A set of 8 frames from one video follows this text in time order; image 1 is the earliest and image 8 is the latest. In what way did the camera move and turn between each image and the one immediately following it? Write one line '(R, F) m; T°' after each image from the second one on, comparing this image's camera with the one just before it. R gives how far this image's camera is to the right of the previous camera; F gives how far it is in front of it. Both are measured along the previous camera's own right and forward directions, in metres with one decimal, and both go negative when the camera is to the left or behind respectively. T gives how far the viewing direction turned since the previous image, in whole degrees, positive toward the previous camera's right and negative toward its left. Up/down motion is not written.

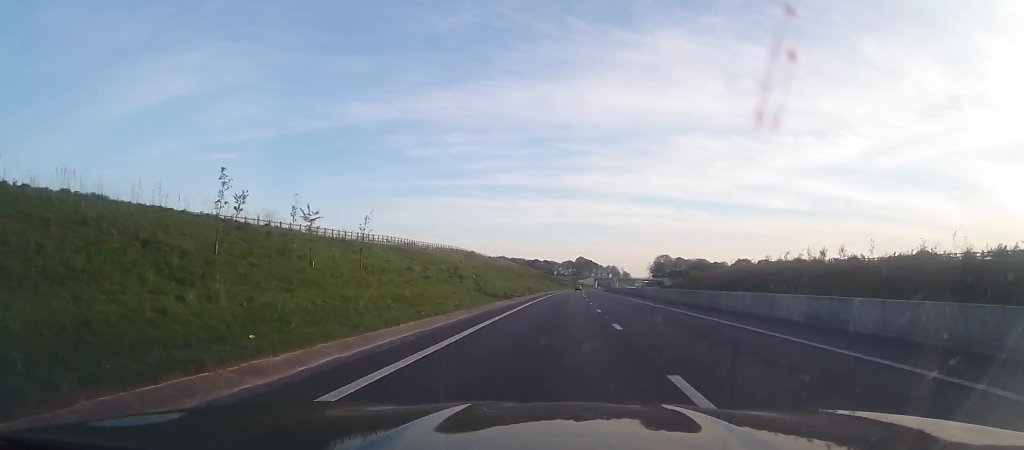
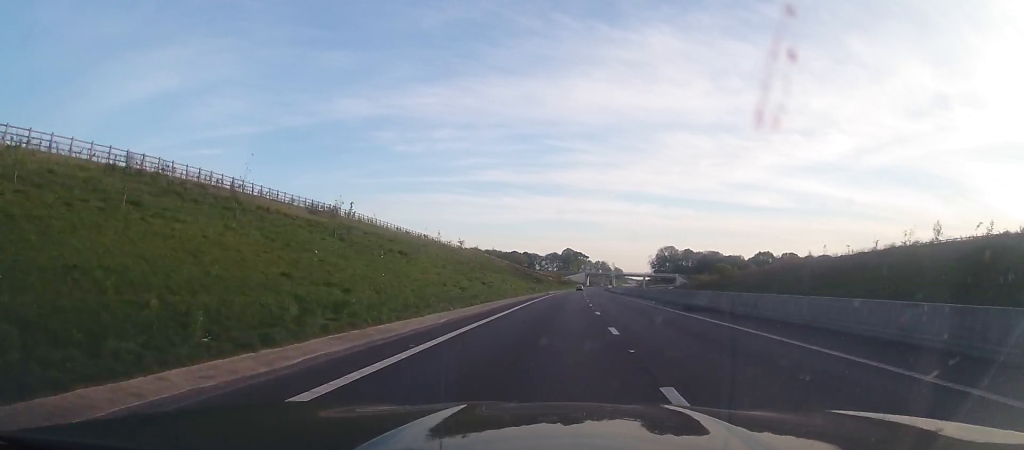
(+1.2, +86.9) m; +1°
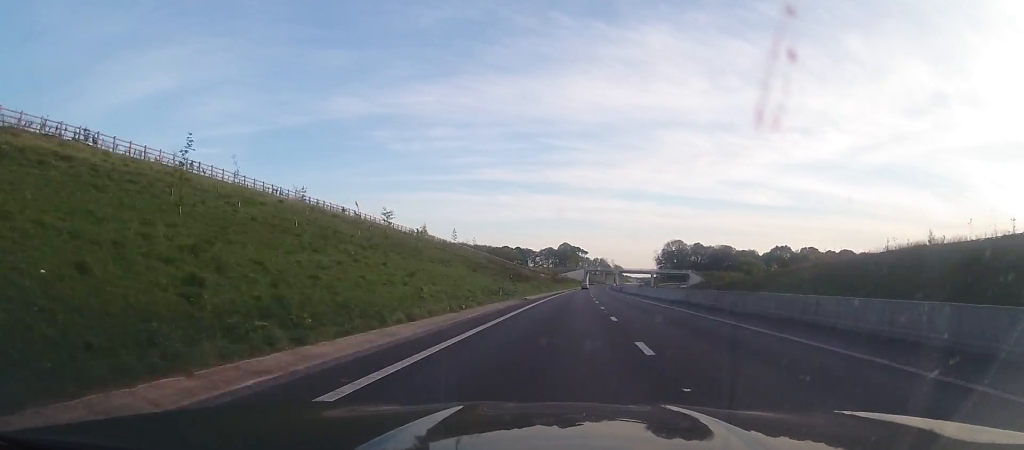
(+0.3, +40.7) m; +1°
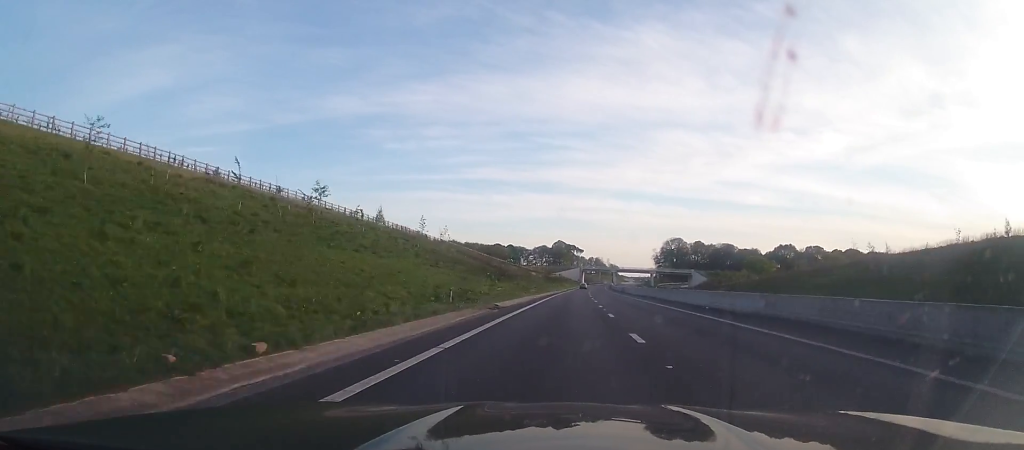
(0.0, +16.2) m; 0°
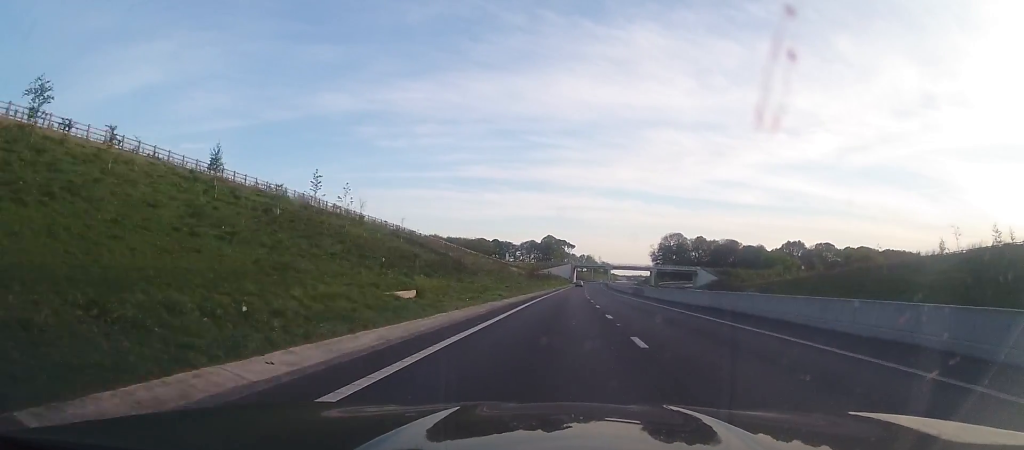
(+0.3, +28.4) m; +1°
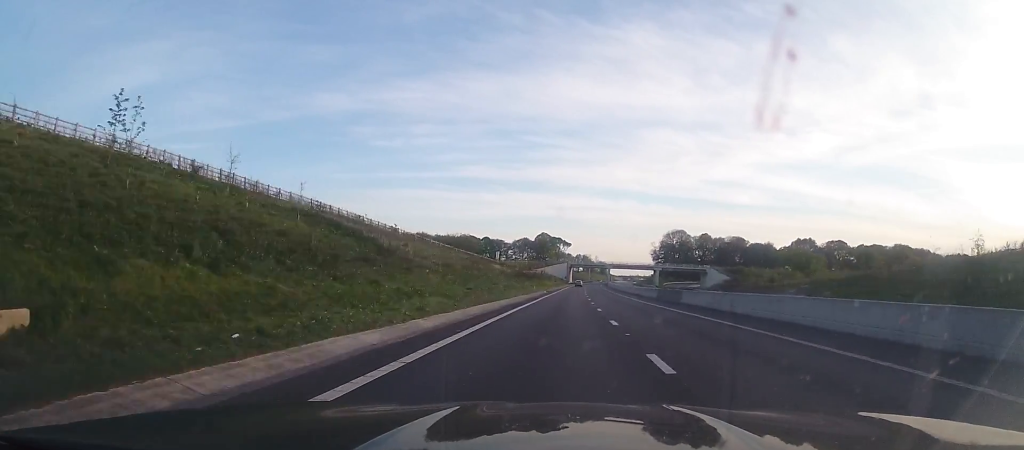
(+0.2, +21.3) m; 0°
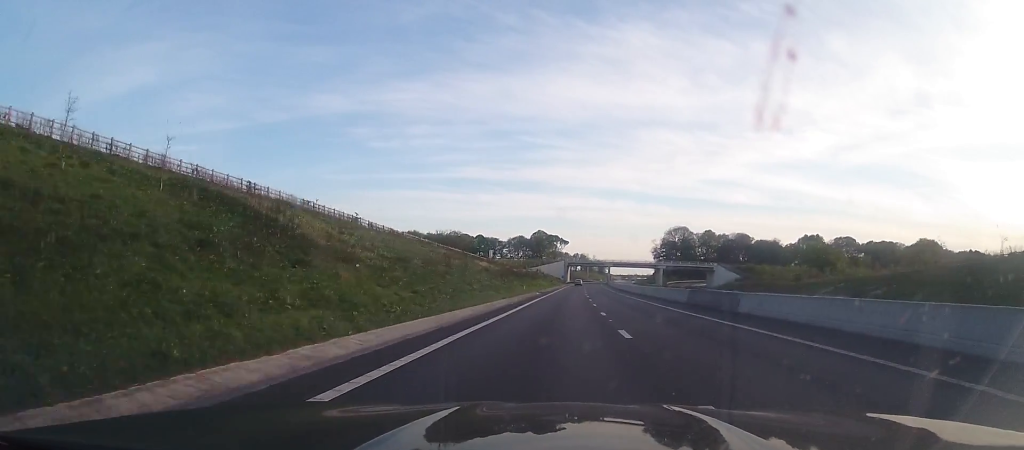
(+0.1, +13.2) m; 0°
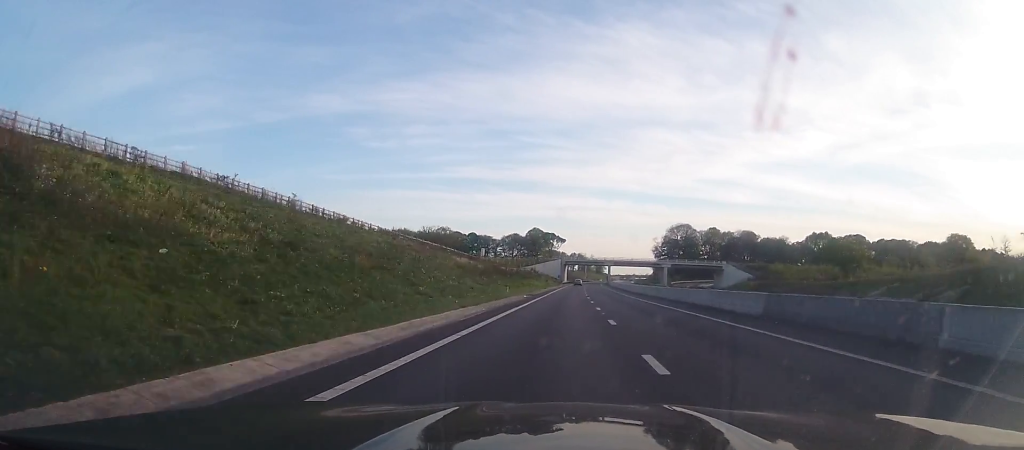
(-0.1, +14.3) m; 0°
